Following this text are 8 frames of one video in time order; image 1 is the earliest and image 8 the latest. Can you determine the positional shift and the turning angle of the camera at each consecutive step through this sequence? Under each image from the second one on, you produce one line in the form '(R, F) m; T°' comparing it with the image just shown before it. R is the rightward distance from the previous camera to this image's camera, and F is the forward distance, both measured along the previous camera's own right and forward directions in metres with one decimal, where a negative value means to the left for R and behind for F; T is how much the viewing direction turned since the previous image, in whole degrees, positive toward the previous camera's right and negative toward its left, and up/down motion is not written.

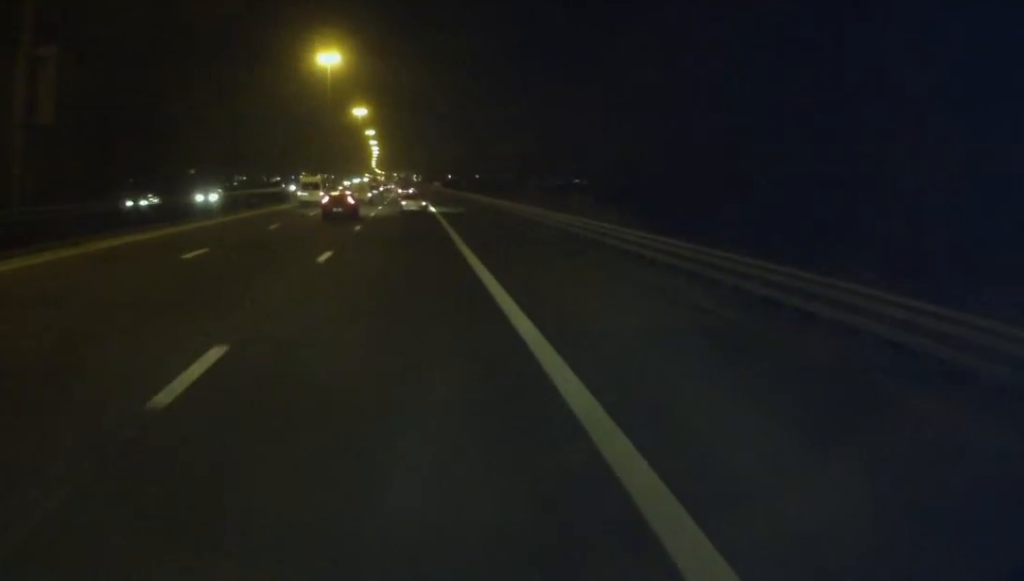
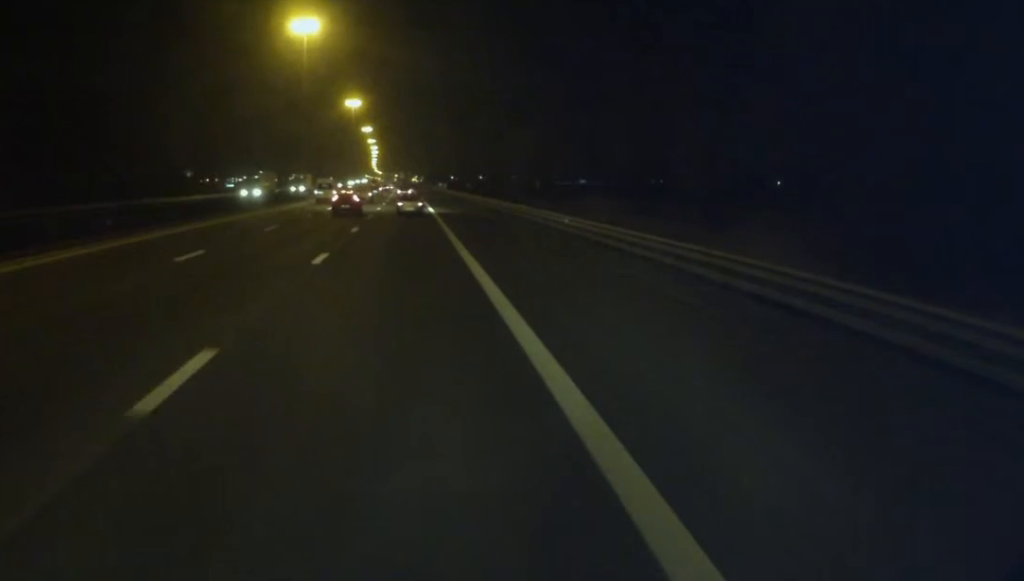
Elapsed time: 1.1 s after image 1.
(+0.4, +25.1) m; +1°
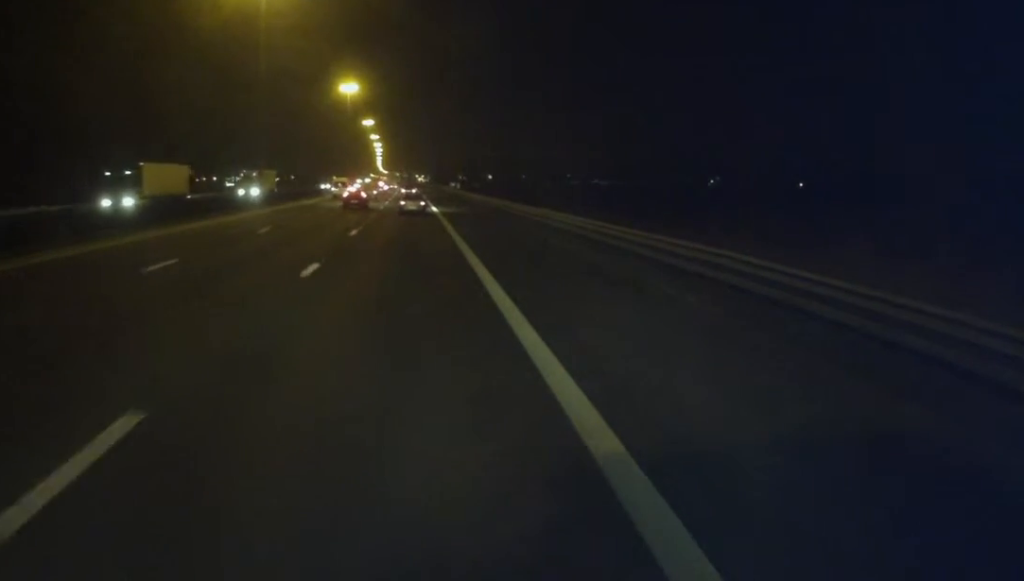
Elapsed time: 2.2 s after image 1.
(0.0, +27.6) m; -1°
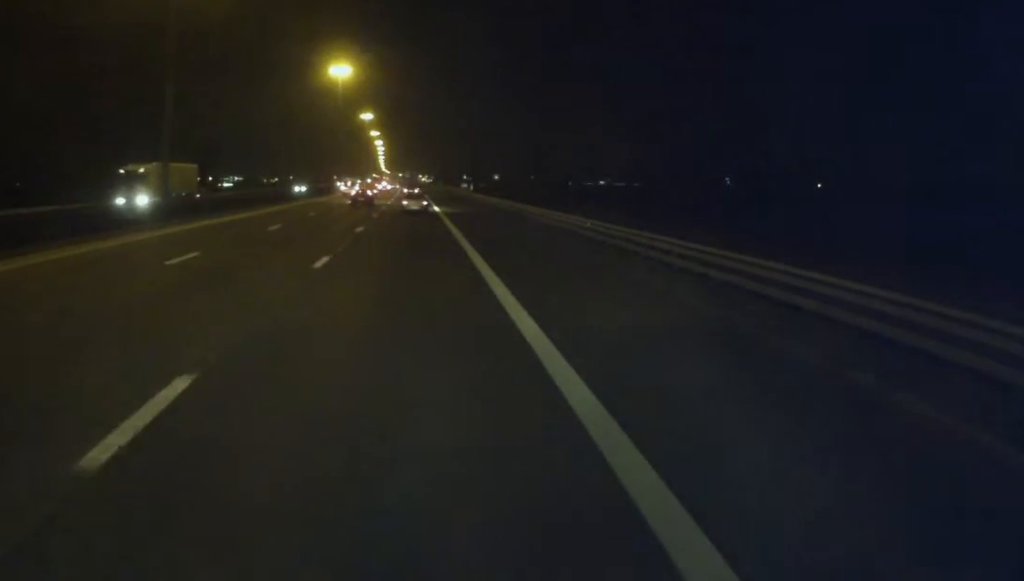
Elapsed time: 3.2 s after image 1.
(-0.2, +23.6) m; -1°
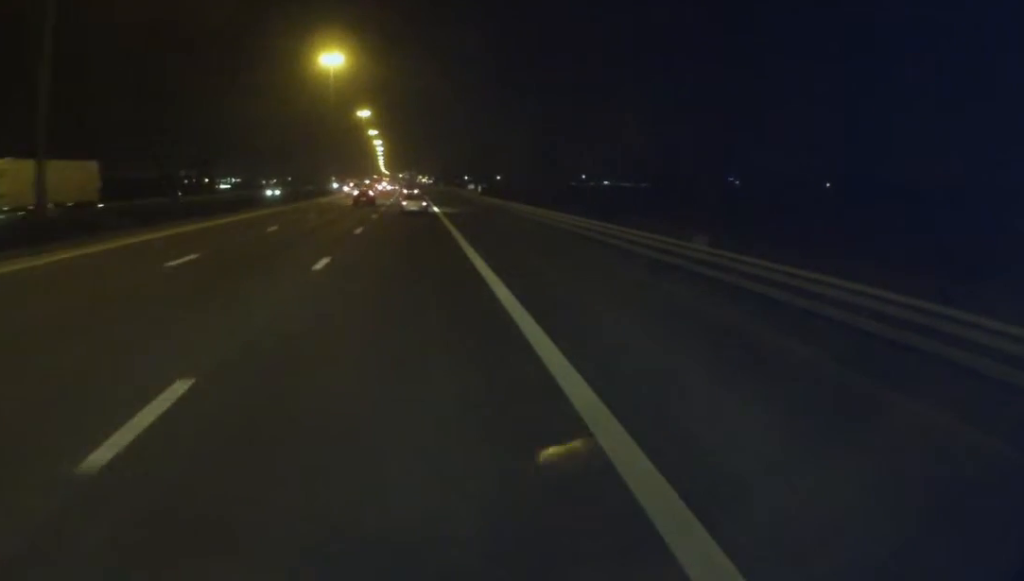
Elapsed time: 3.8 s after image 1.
(0.0, +12.6) m; 0°
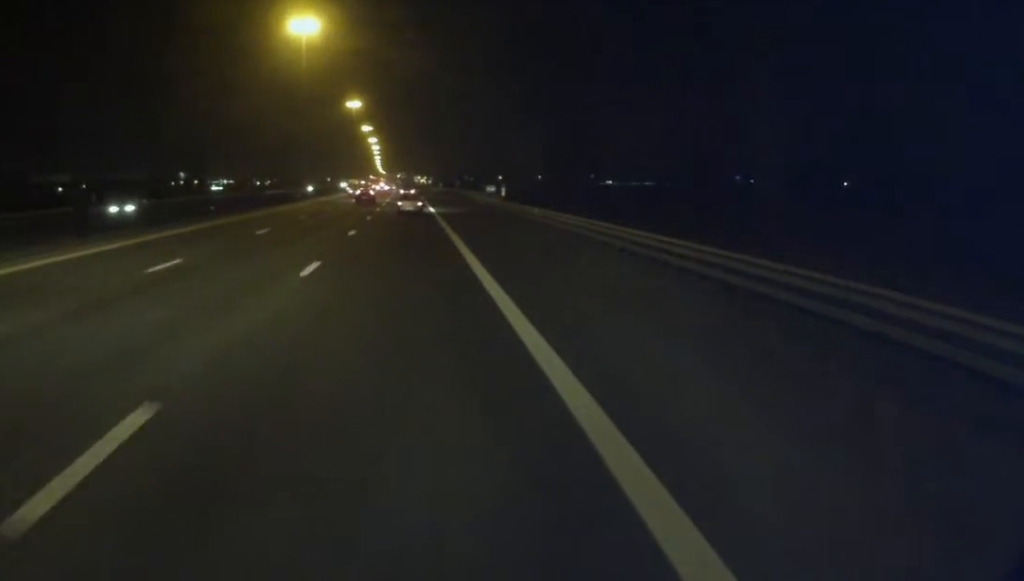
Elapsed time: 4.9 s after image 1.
(+0.1, +25.9) m; +1°
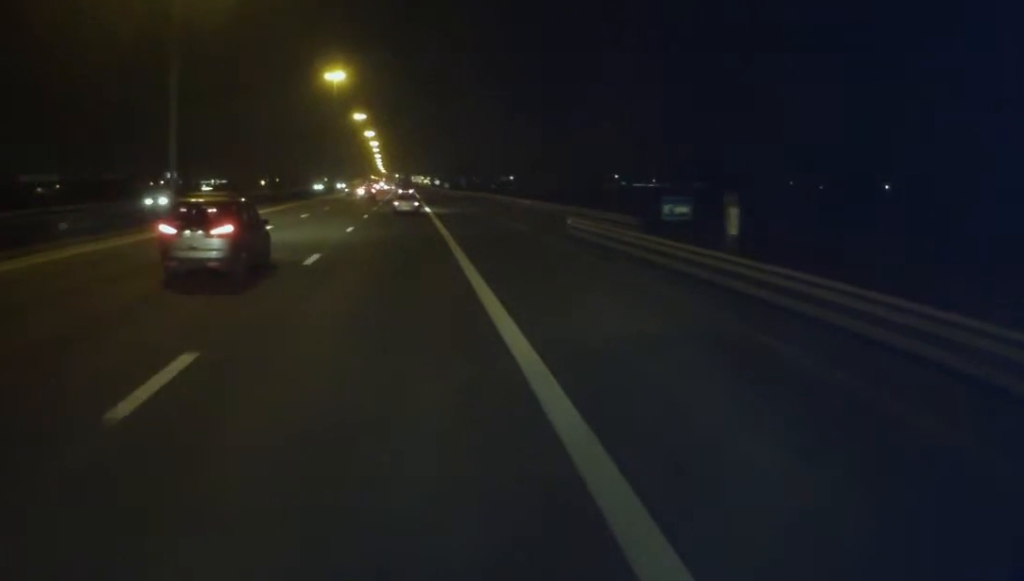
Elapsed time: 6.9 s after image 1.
(-0.2, +47.7) m; -1°
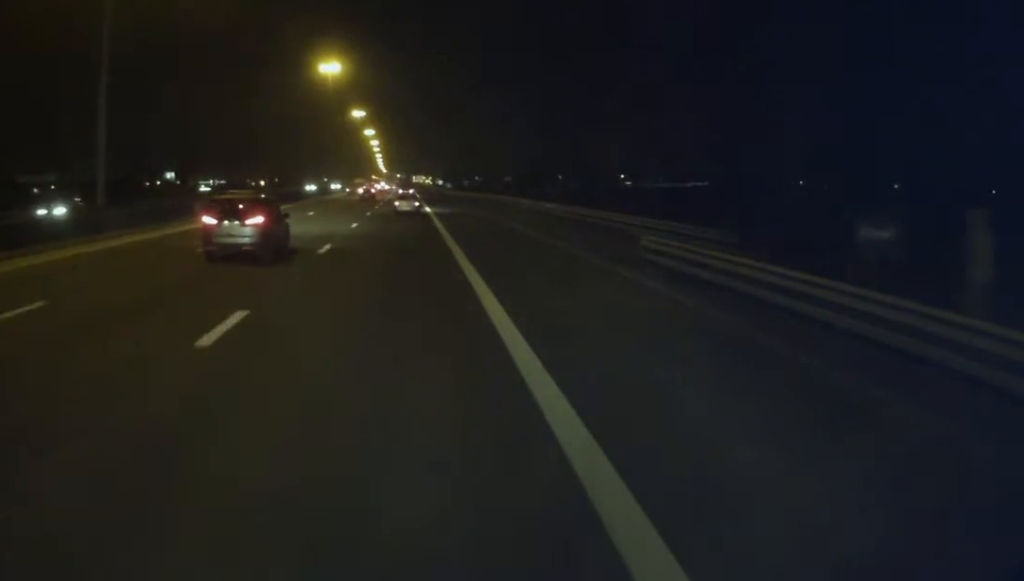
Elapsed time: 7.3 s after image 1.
(0.0, +9.4) m; 0°
